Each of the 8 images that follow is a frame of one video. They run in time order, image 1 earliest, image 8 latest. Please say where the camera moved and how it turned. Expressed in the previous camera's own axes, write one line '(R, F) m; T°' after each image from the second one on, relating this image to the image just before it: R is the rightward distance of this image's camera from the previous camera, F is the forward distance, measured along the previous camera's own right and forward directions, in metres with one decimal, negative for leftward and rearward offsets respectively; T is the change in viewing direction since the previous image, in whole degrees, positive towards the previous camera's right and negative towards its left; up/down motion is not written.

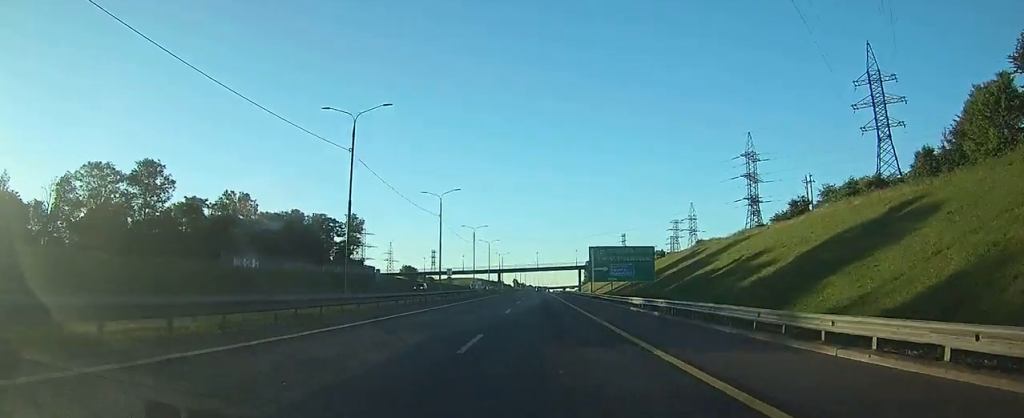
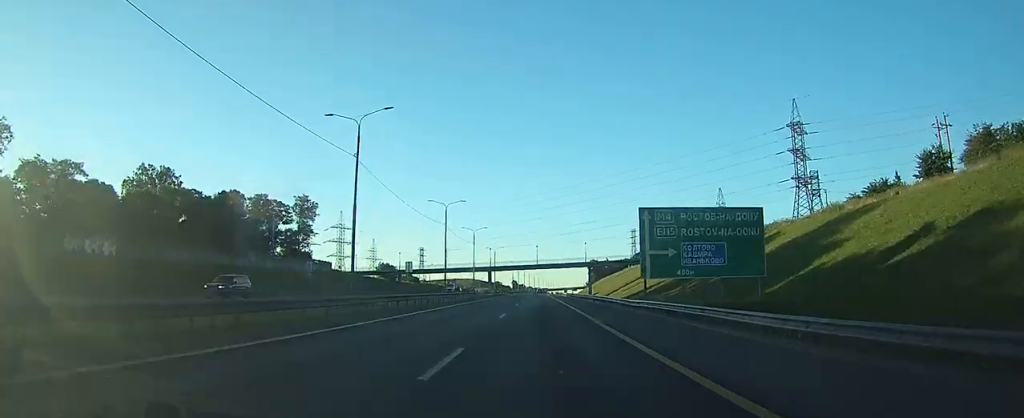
(0.0, +34.7) m; 0°
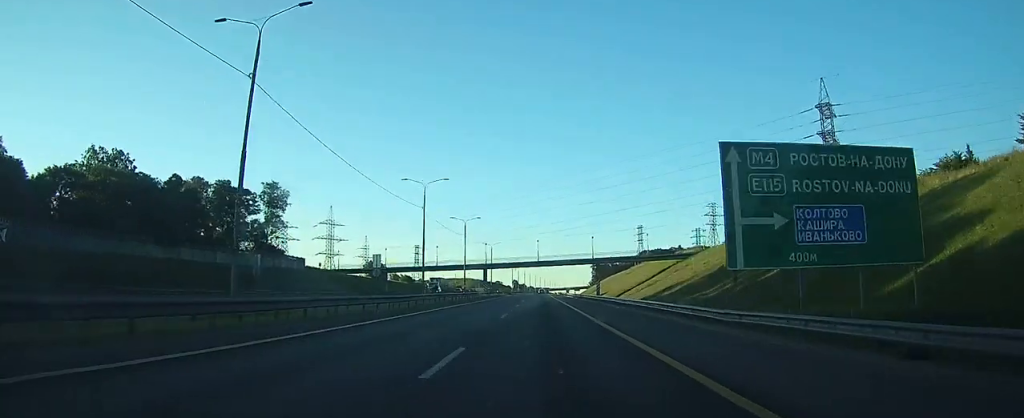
(0.0, +15.8) m; 0°
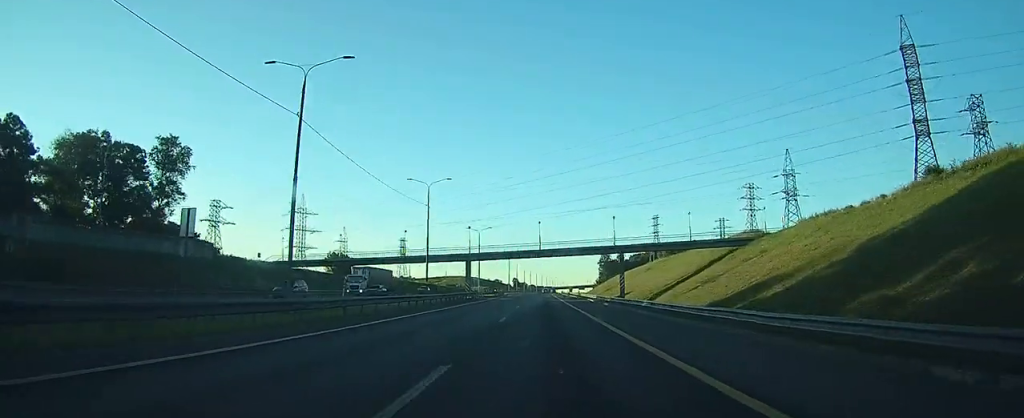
(0.0, +34.5) m; 0°
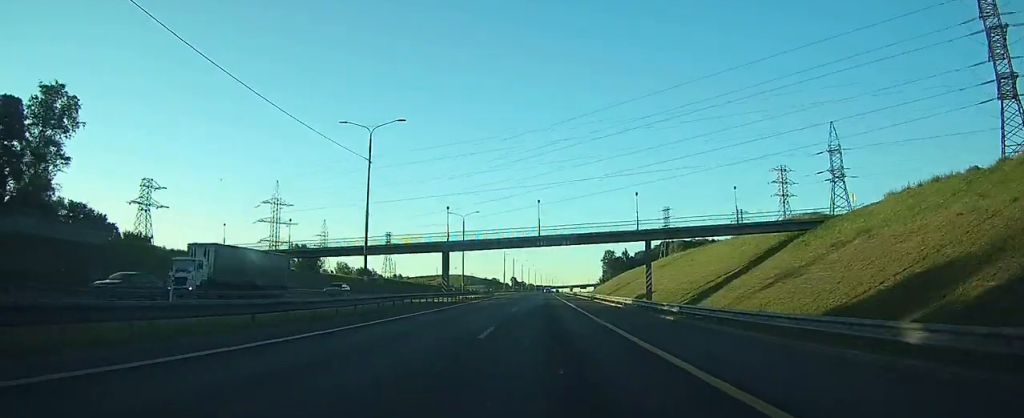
(+0.1, +22.9) m; 0°
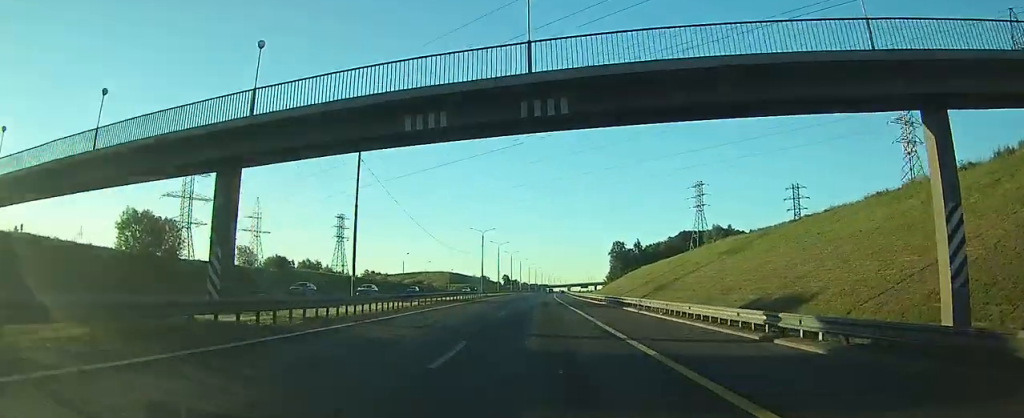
(+0.2, +53.1) m; 0°
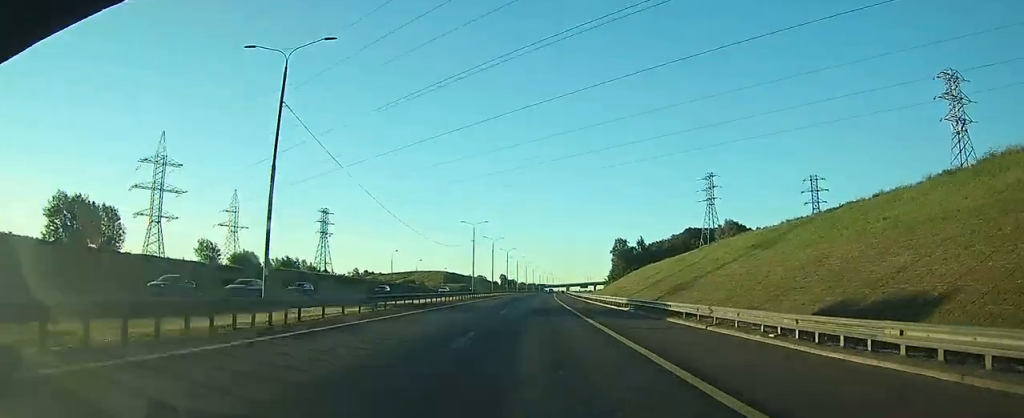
(0.0, +12.9) m; 0°
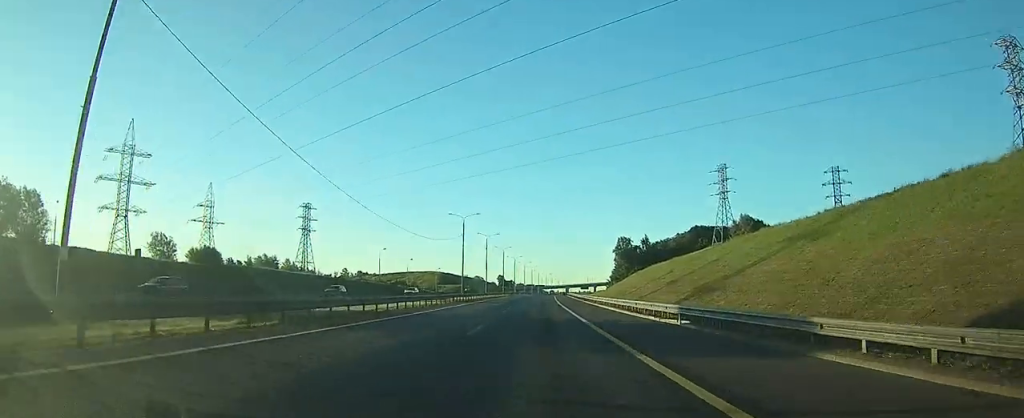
(-0.1, +12.9) m; 0°
